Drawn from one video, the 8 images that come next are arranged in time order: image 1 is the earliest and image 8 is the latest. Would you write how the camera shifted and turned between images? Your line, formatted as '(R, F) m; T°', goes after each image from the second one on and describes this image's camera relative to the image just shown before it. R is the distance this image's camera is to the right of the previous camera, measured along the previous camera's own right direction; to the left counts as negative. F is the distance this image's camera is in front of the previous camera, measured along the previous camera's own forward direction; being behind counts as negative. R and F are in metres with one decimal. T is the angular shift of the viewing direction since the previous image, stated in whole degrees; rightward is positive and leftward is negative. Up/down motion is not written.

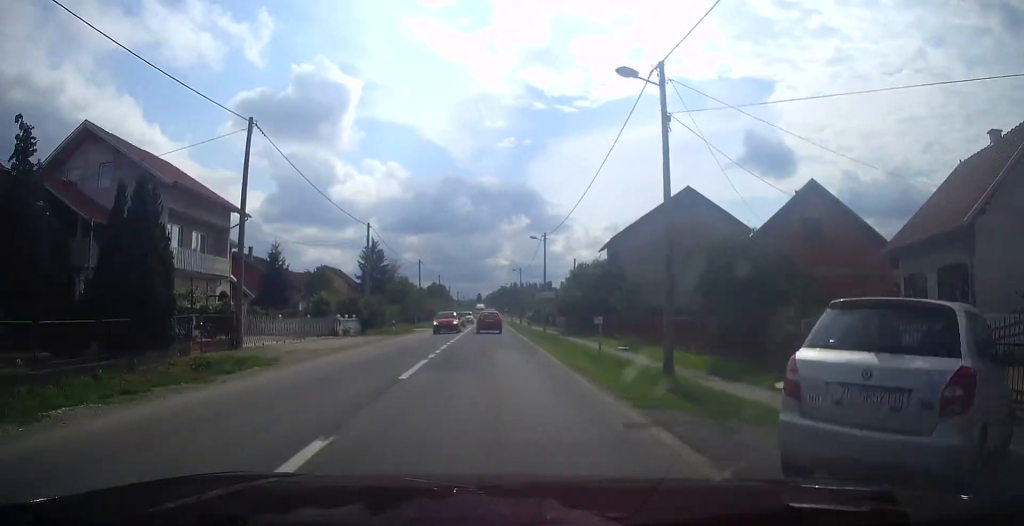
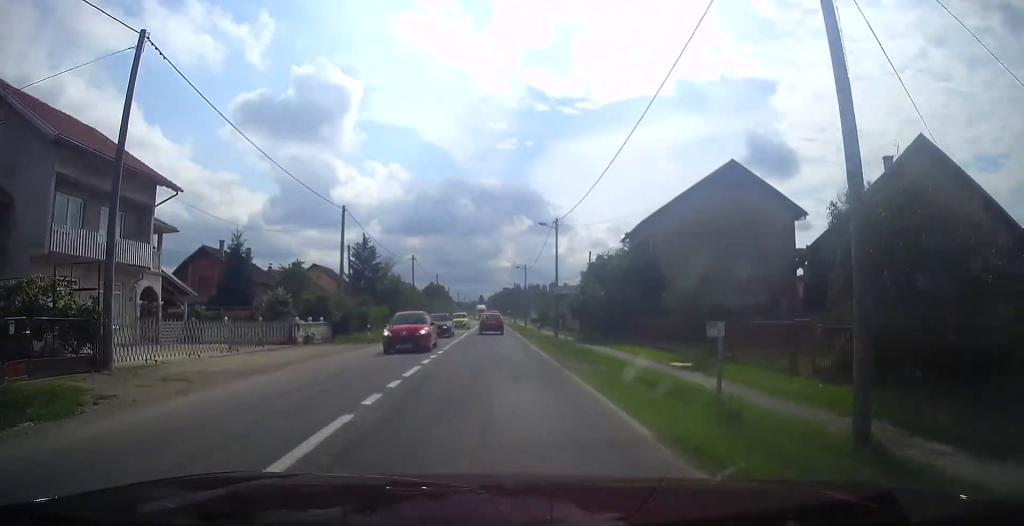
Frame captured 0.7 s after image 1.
(+0.2, +8.5) m; 0°
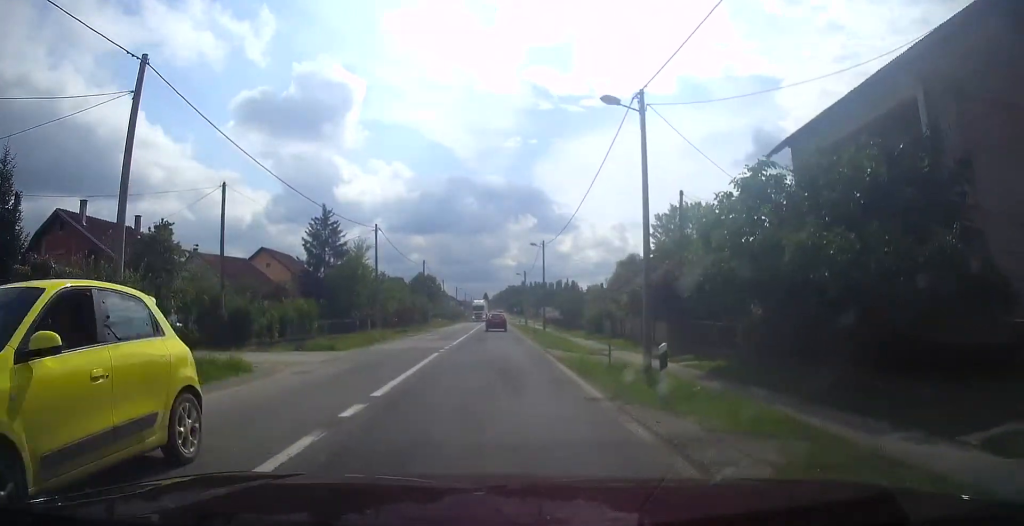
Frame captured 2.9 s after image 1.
(-0.1, +24.6) m; 0°
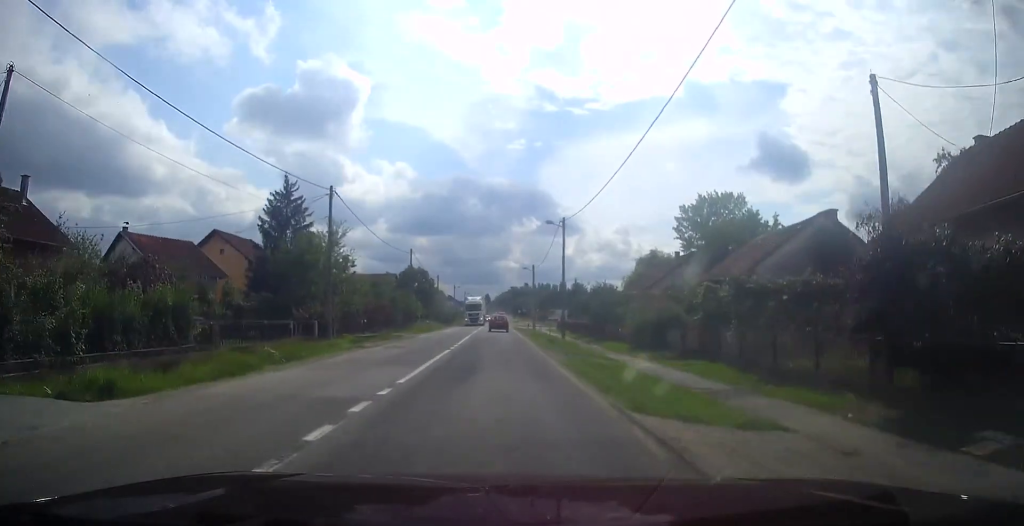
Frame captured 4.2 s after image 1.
(-0.3, +14.5) m; -1°
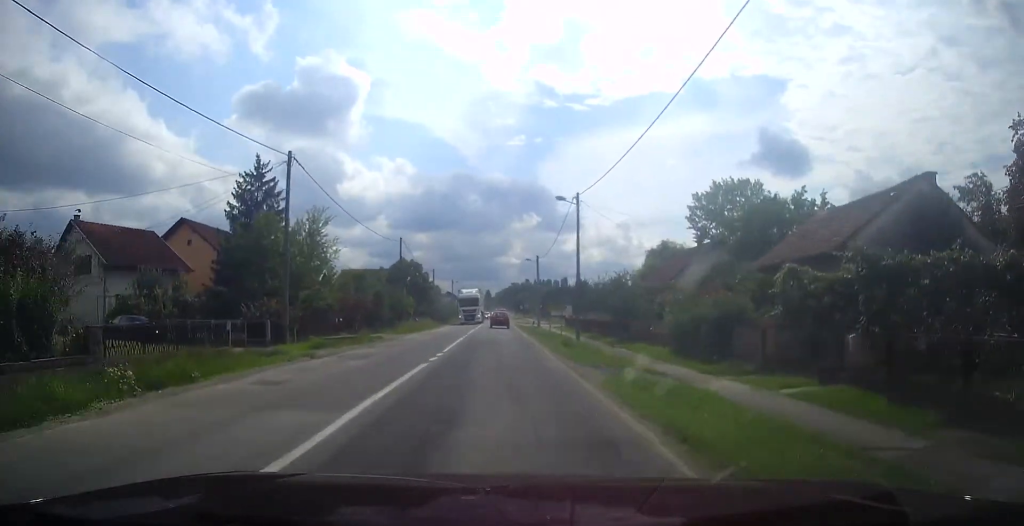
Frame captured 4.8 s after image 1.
(-0.1, +7.2) m; 0°
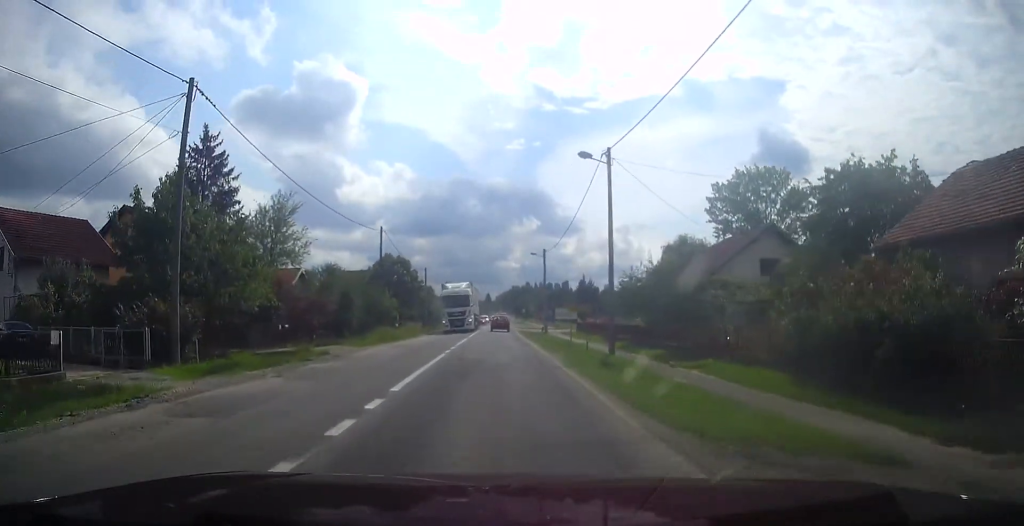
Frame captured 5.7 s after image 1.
(+0.4, +9.7) m; 0°
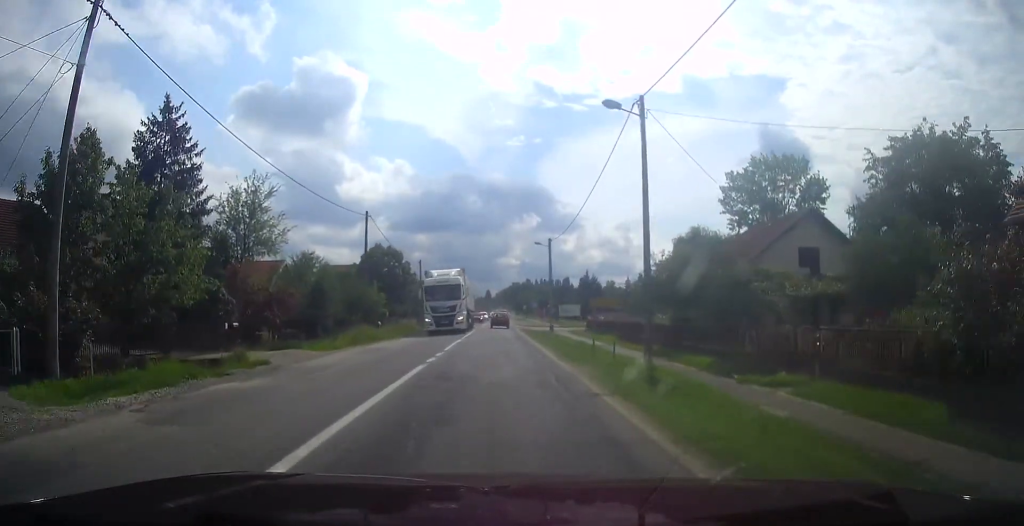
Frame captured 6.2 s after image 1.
(-0.2, +5.6) m; 0°
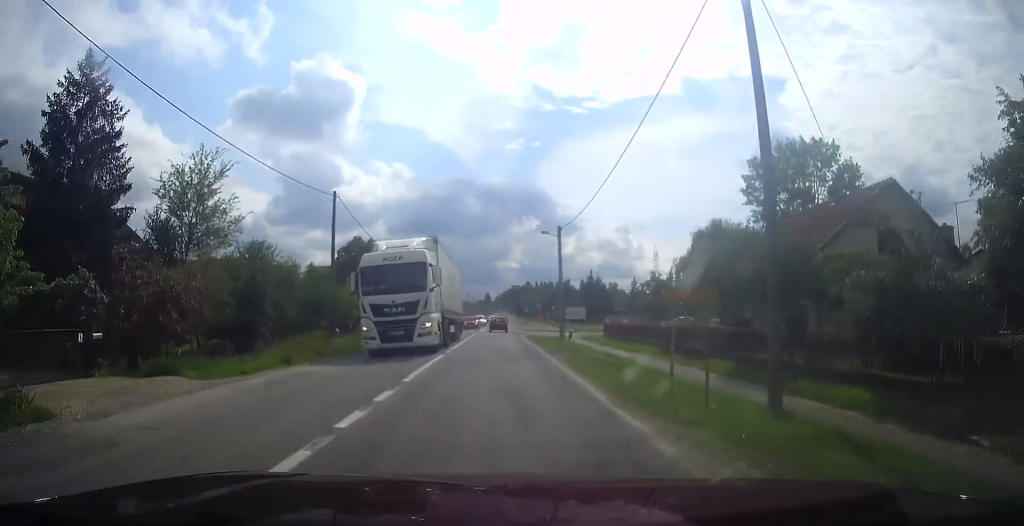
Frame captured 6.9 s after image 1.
(-0.1, +8.4) m; 0°
